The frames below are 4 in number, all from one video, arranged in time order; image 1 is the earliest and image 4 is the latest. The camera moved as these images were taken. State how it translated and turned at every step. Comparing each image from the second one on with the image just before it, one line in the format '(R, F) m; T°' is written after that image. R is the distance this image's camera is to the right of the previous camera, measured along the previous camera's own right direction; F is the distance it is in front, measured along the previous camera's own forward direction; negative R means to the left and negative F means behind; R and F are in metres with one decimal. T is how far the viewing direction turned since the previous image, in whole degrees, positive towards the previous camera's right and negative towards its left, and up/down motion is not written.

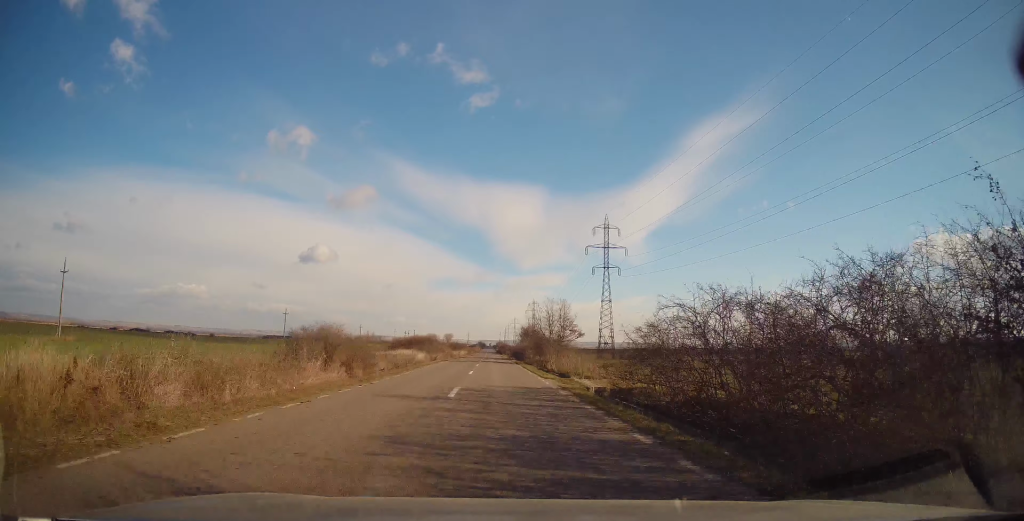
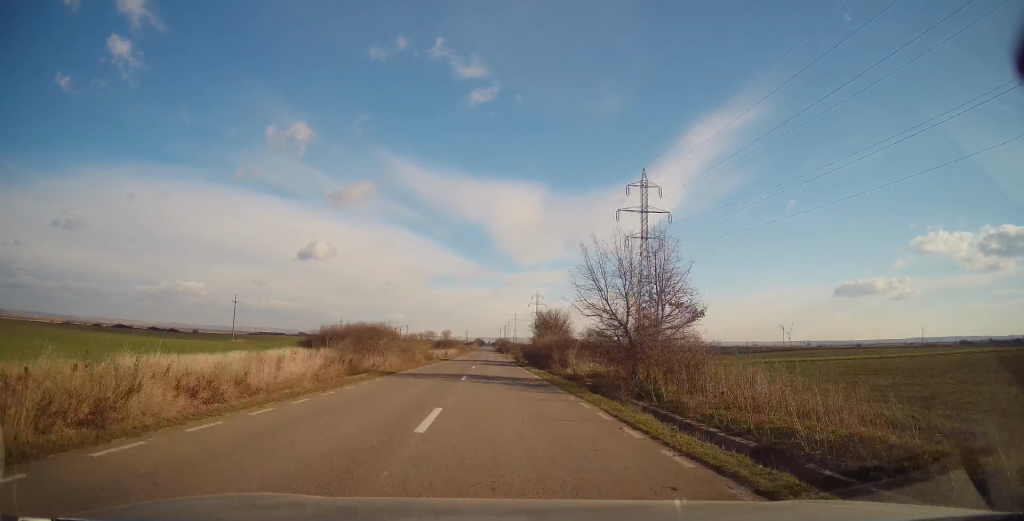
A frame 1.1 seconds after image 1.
(0.0, +29.0) m; +1°
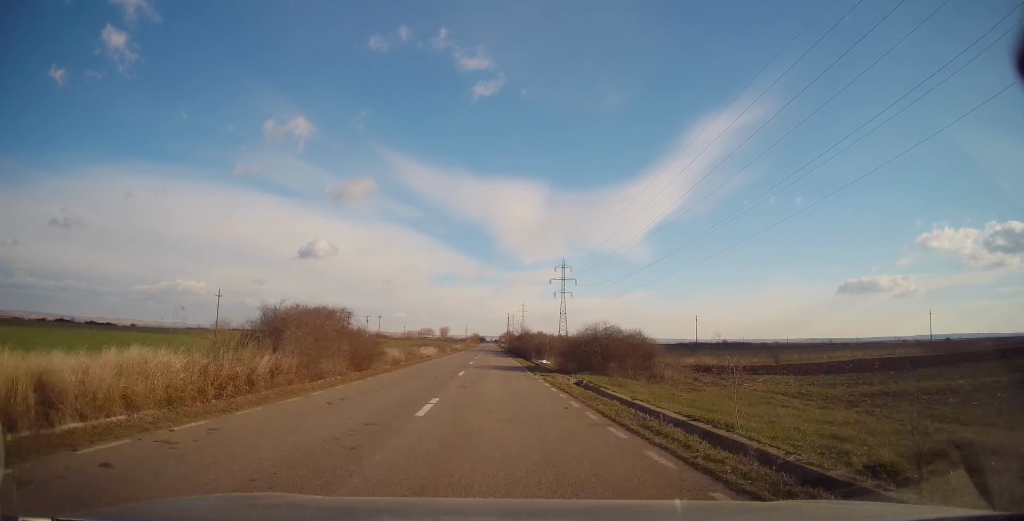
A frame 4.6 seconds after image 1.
(-1.0, +93.7) m; -1°
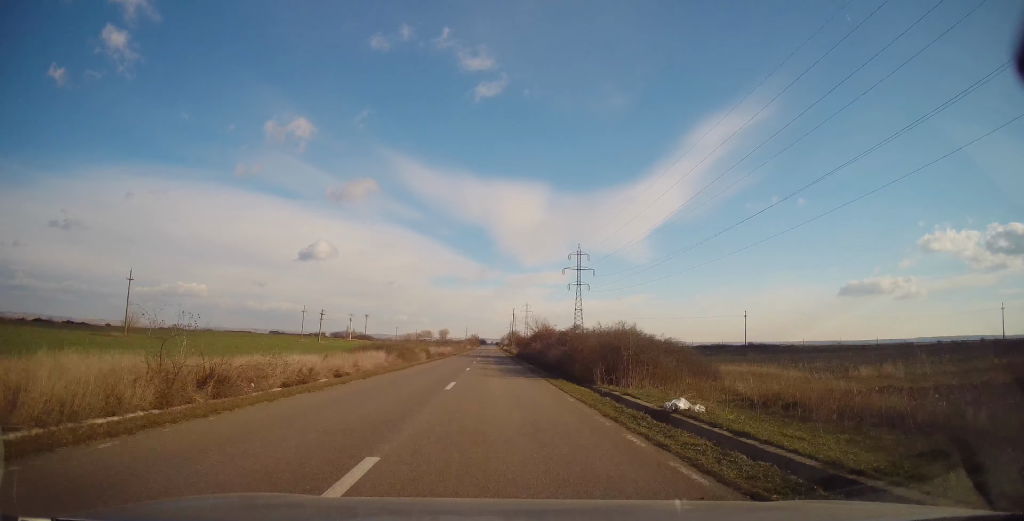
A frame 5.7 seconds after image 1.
(+0.4, +30.2) m; +1°
